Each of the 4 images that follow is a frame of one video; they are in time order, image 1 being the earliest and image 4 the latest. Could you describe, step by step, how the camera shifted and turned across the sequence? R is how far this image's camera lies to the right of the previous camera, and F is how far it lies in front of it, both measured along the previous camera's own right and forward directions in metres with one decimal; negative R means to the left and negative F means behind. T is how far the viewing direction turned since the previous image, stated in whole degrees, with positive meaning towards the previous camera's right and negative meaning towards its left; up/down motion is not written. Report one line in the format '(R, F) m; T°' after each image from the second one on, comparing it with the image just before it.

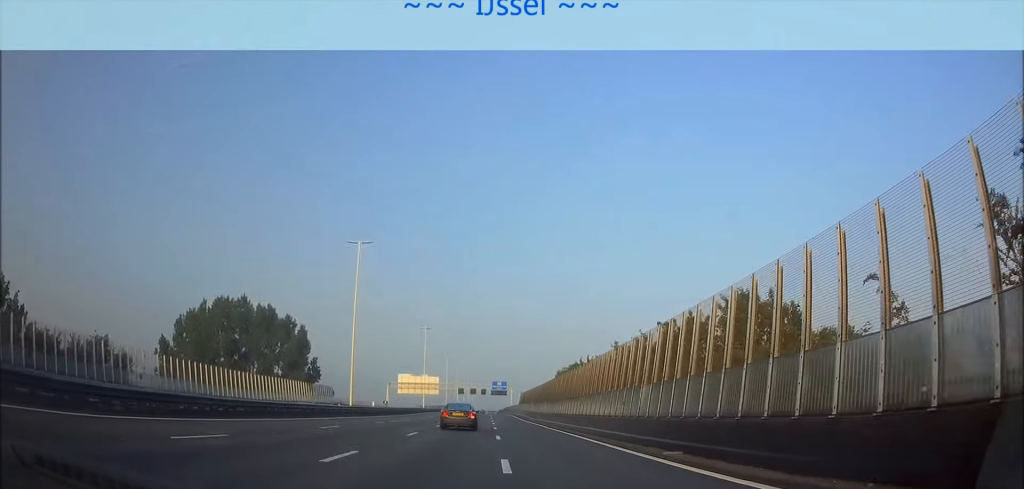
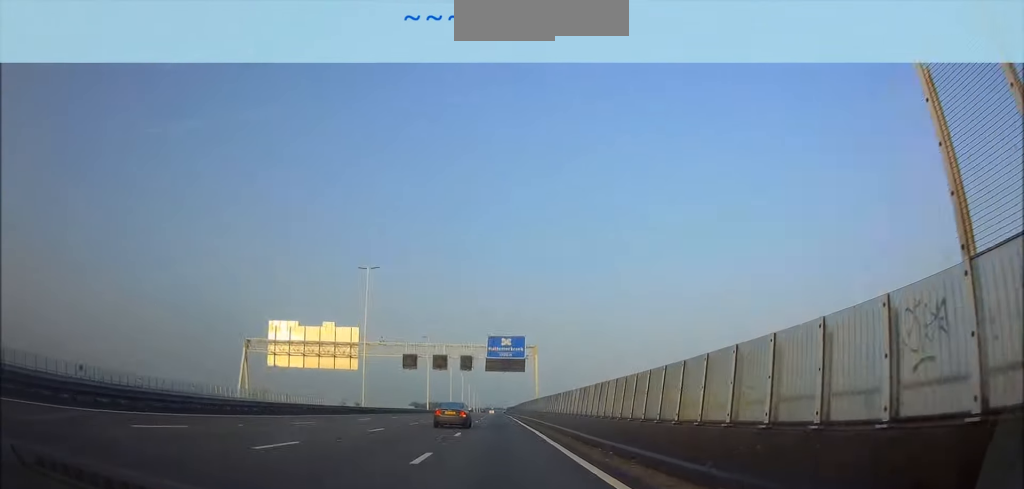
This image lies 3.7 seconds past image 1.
(-0.5, +109.1) m; 0°
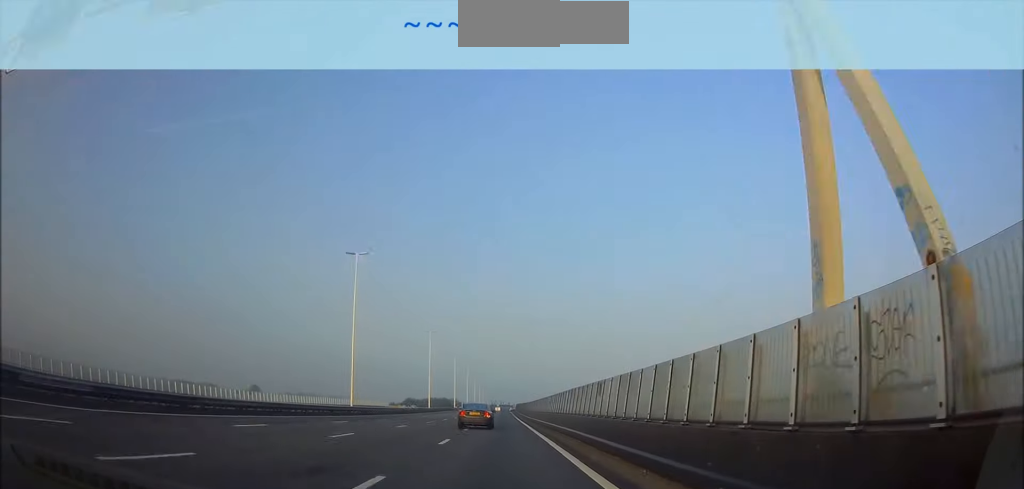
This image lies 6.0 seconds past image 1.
(+0.1, +66.4) m; 0°
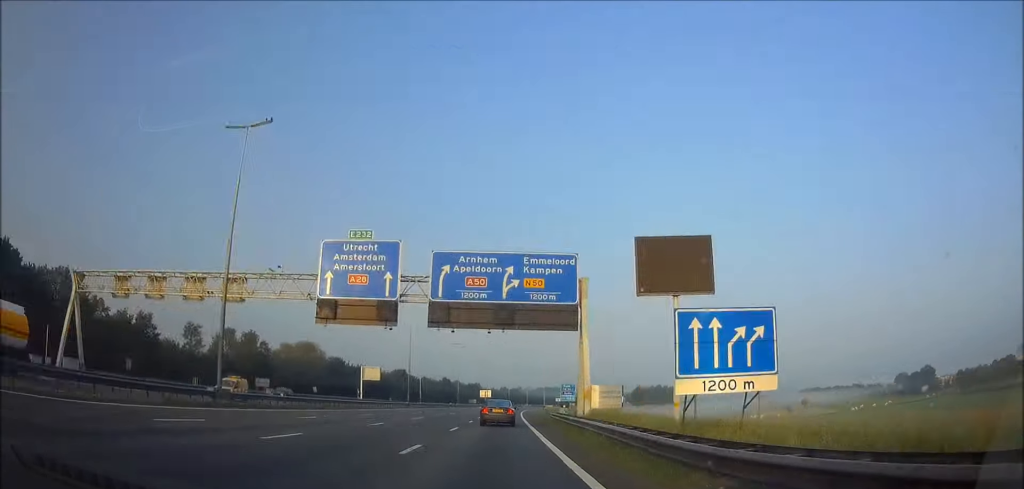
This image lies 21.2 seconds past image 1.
(+1.6, +445.1) m; +2°
